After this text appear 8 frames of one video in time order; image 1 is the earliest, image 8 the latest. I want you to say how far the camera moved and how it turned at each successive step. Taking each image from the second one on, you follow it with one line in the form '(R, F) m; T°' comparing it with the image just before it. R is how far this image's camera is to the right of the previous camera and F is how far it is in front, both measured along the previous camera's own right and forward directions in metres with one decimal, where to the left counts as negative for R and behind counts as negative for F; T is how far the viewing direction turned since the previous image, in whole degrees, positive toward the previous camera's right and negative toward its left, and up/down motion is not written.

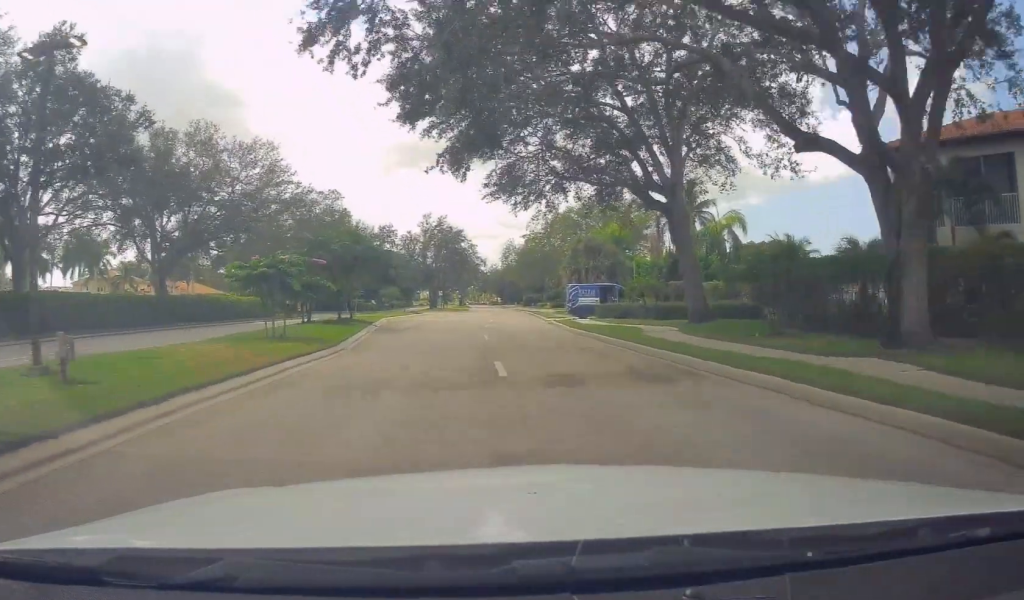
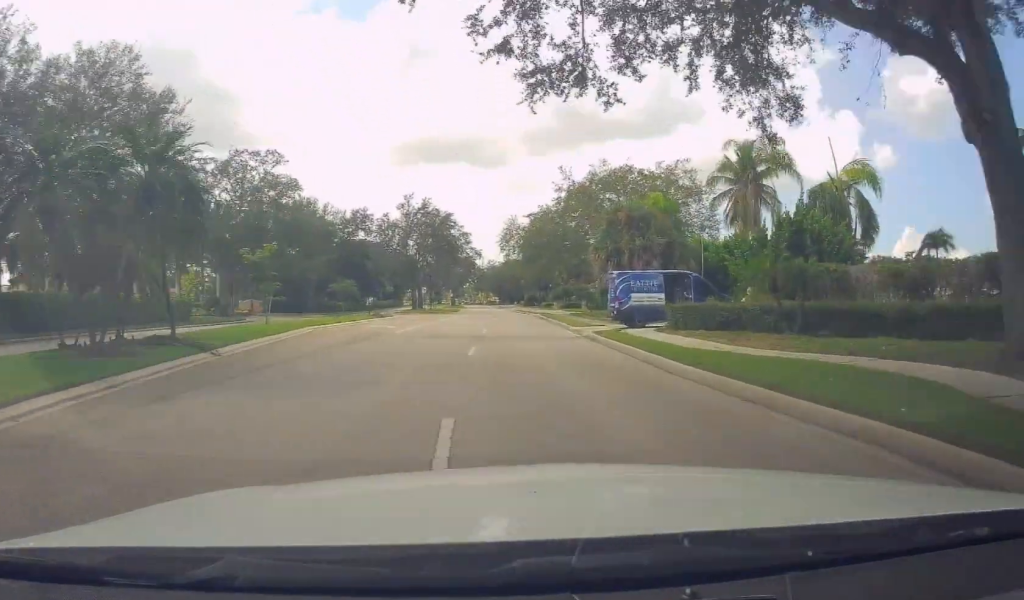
(-0.4, +19.6) m; -1°
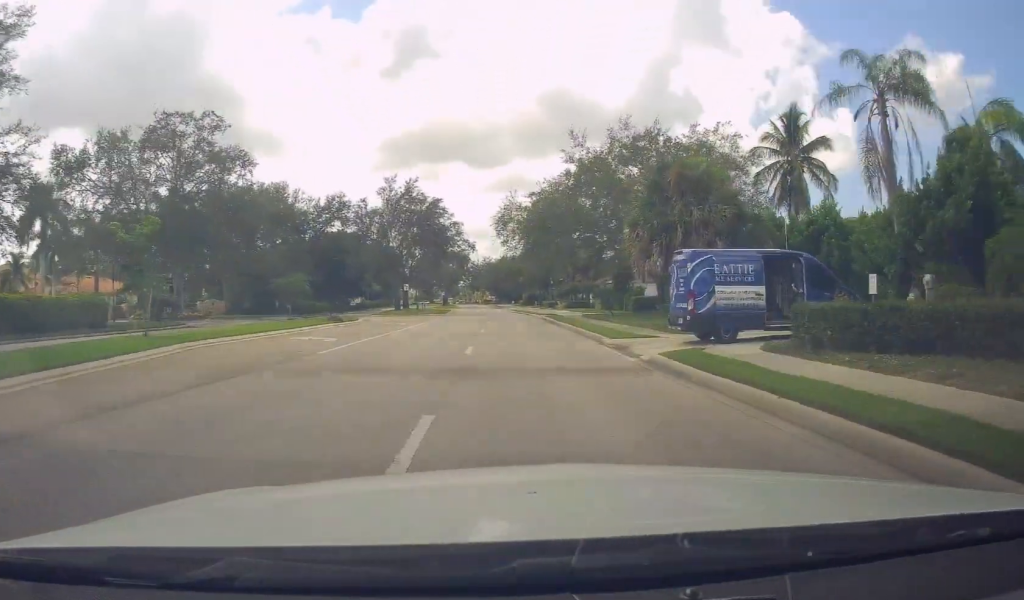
(0.0, +11.9) m; 0°
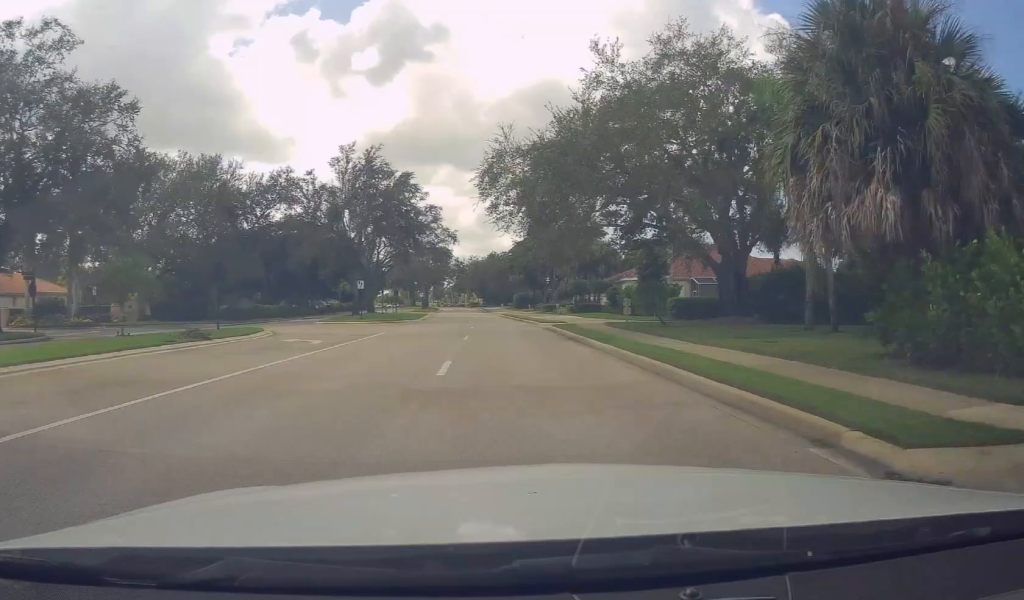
(0.0, +17.5) m; 0°
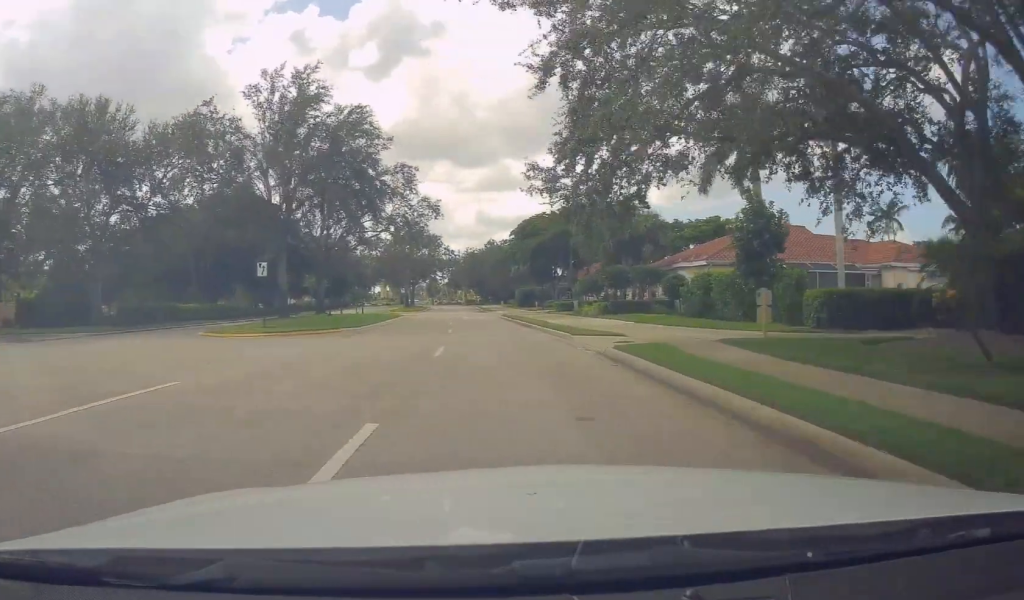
(0.0, +20.3) m; 0°
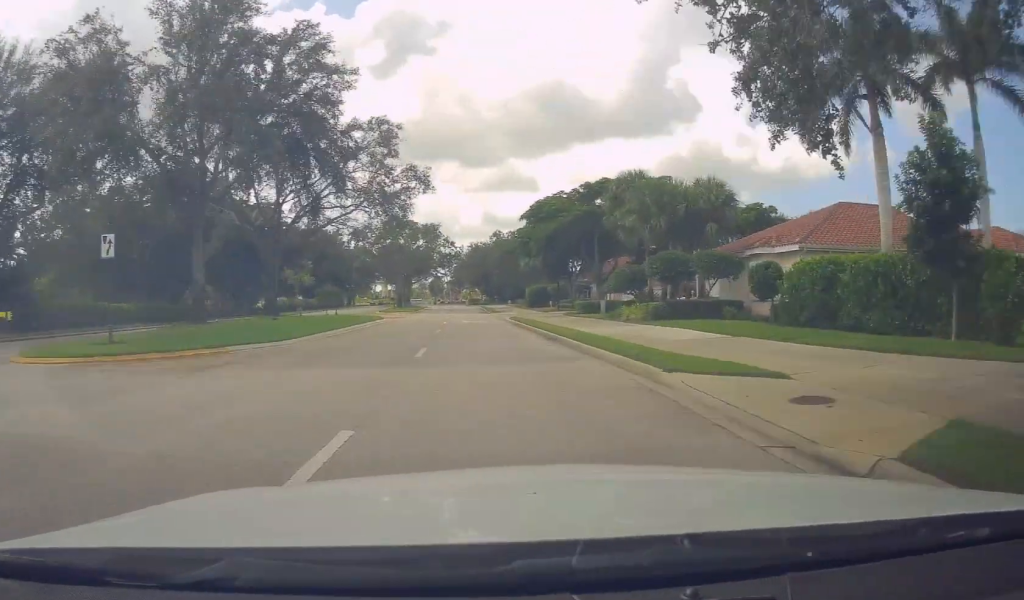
(0.0, +11.9) m; 0°
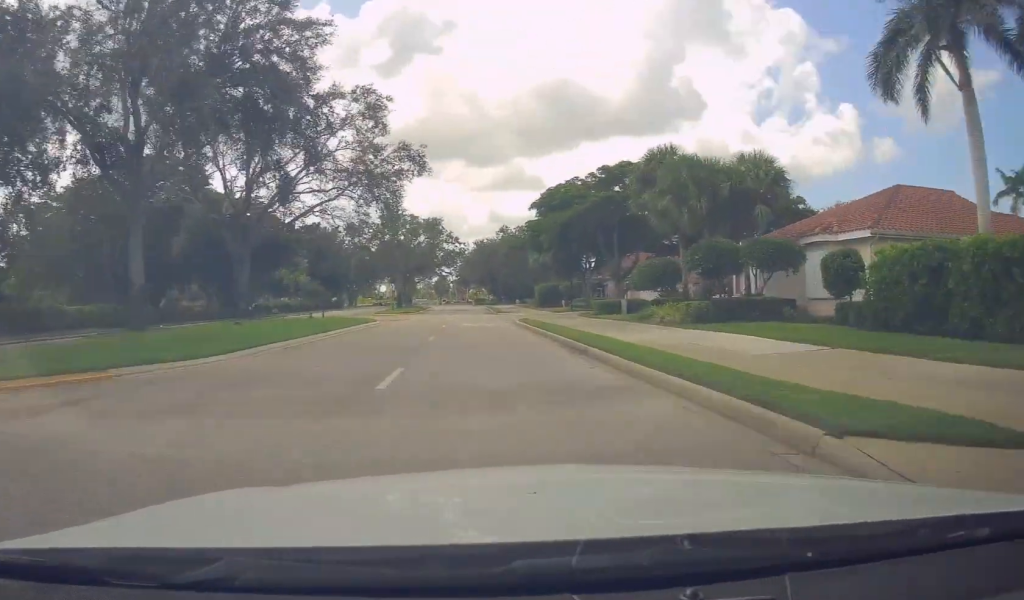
(0.0, +6.3) m; 0°
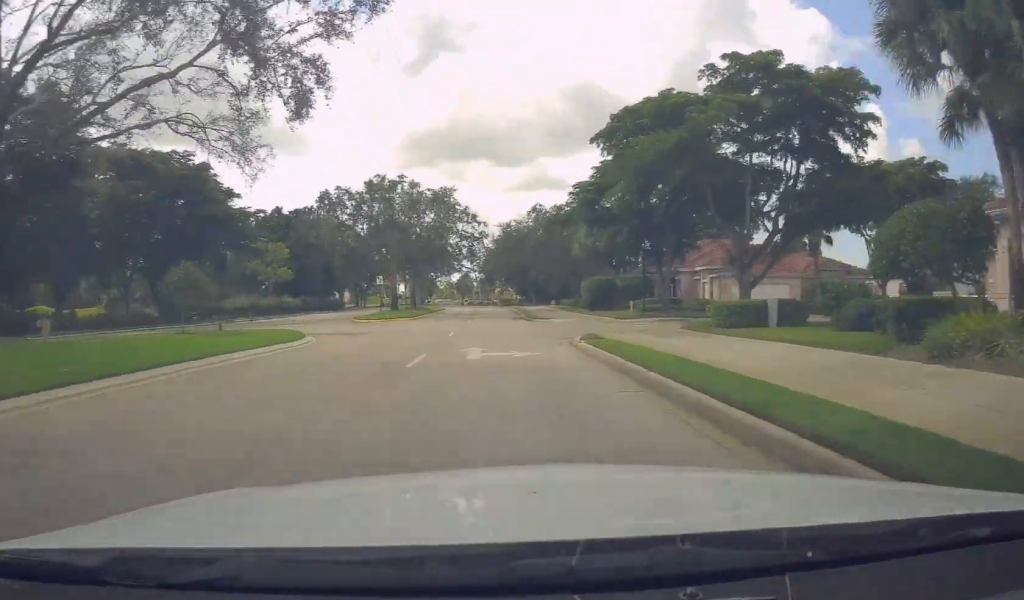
(0.0, +20.6) m; 0°
